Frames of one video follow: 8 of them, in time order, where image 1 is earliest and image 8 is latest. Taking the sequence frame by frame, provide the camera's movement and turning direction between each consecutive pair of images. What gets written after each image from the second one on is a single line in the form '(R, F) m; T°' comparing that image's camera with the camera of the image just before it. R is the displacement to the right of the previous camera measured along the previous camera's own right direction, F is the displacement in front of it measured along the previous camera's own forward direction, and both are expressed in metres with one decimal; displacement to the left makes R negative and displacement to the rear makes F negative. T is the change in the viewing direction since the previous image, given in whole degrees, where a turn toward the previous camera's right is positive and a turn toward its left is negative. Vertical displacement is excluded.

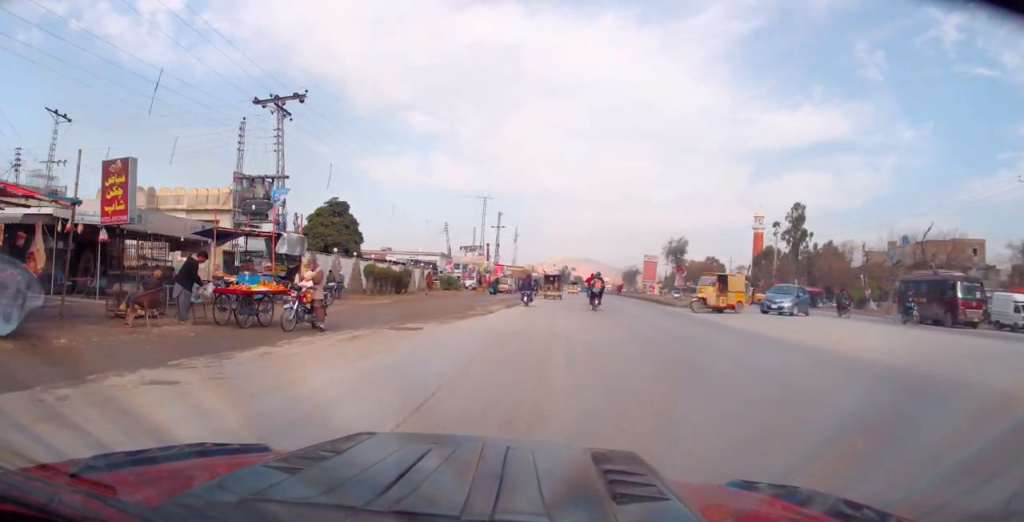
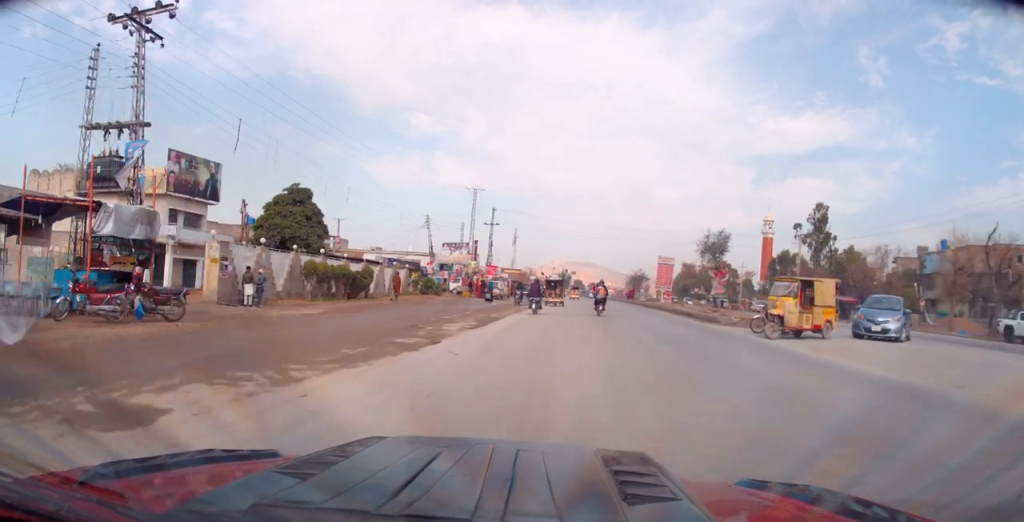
(0.0, +9.2) m; -1°
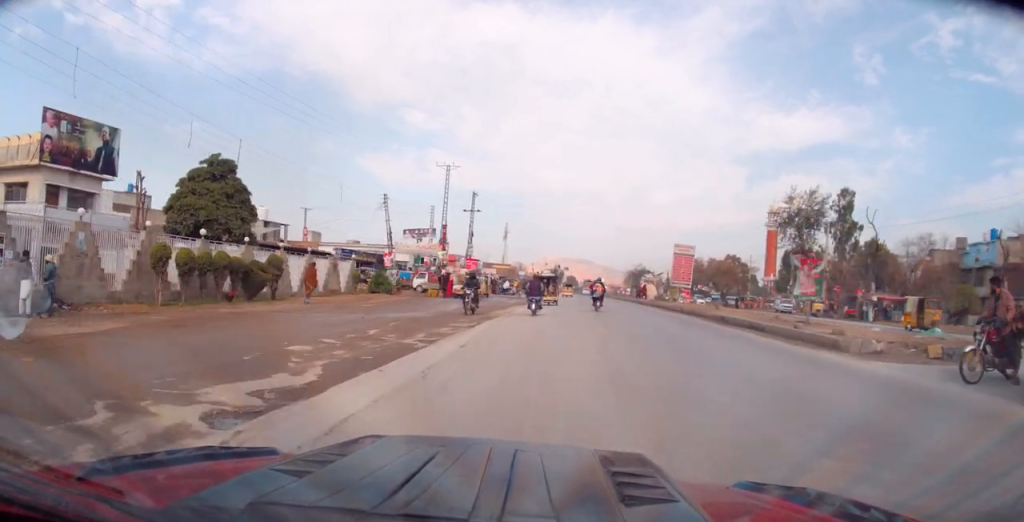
(-0.3, +11.2) m; -1°
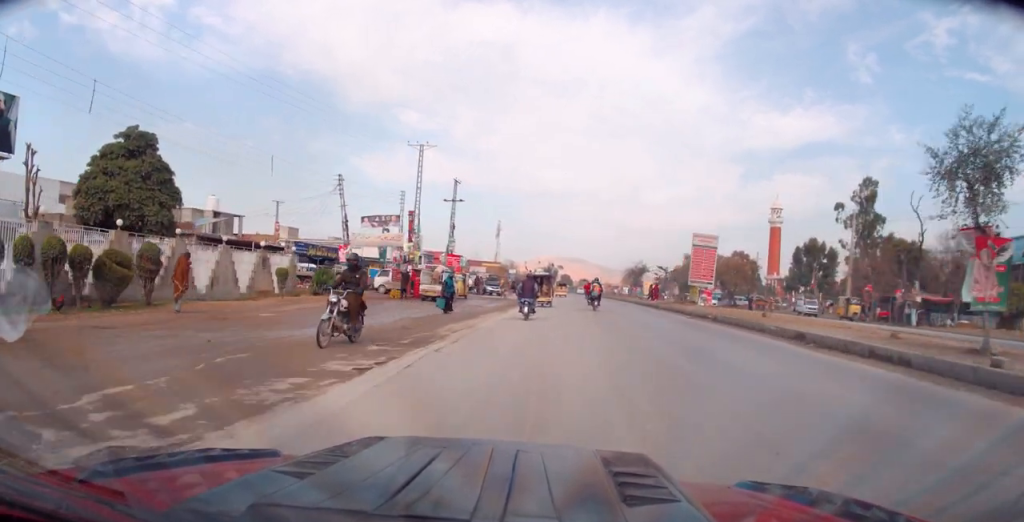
(0.0, +8.2) m; 0°
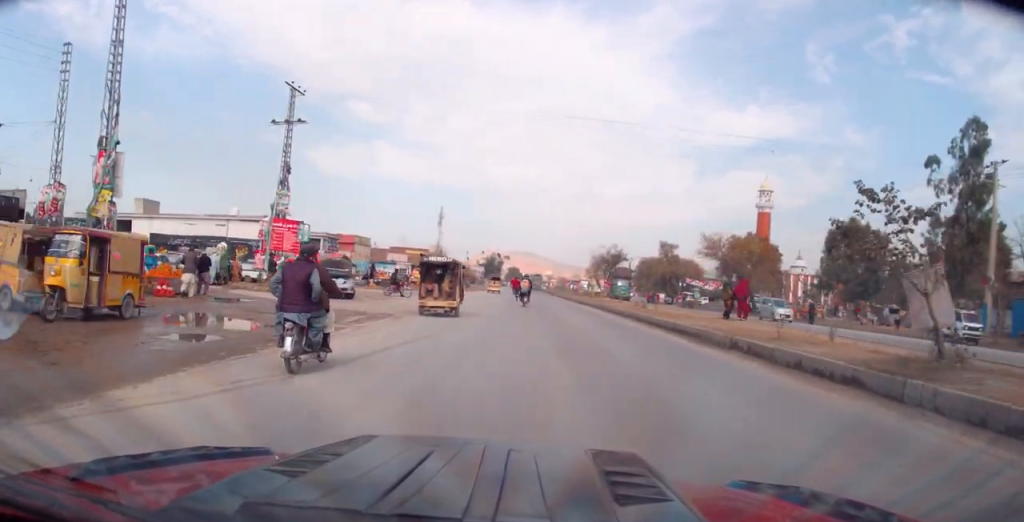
(+0.6, +30.6) m; +5°
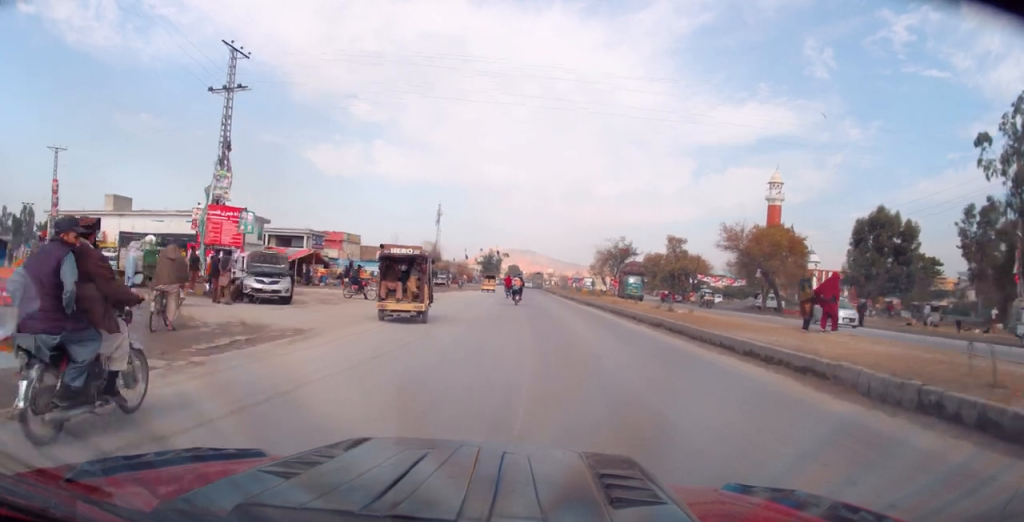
(+0.3, +7.1) m; 0°
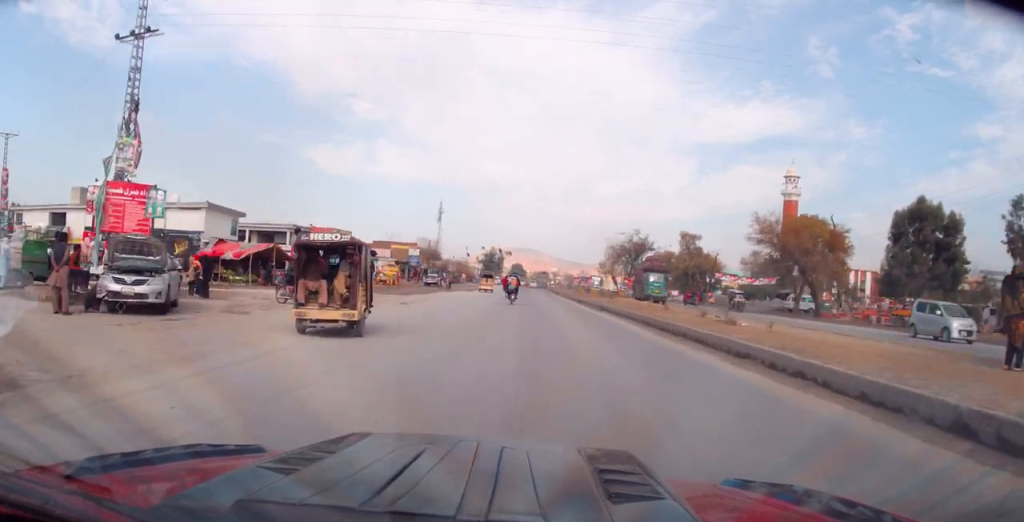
(+0.2, +7.3) m; 0°
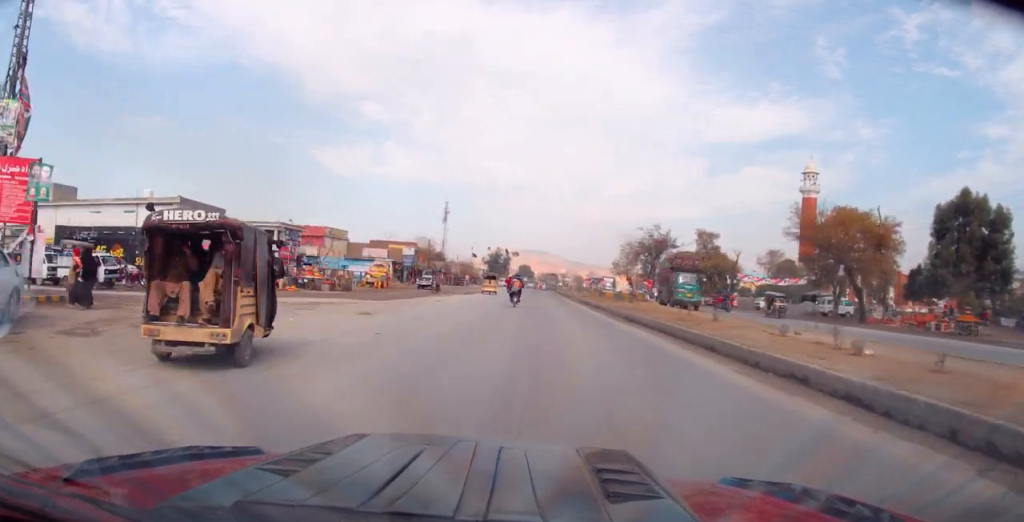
(-0.2, +6.7) m; 0°
